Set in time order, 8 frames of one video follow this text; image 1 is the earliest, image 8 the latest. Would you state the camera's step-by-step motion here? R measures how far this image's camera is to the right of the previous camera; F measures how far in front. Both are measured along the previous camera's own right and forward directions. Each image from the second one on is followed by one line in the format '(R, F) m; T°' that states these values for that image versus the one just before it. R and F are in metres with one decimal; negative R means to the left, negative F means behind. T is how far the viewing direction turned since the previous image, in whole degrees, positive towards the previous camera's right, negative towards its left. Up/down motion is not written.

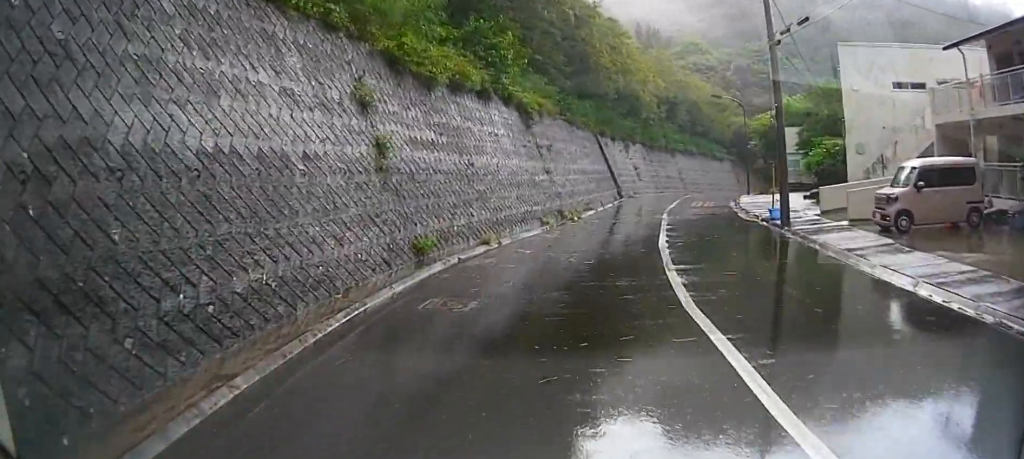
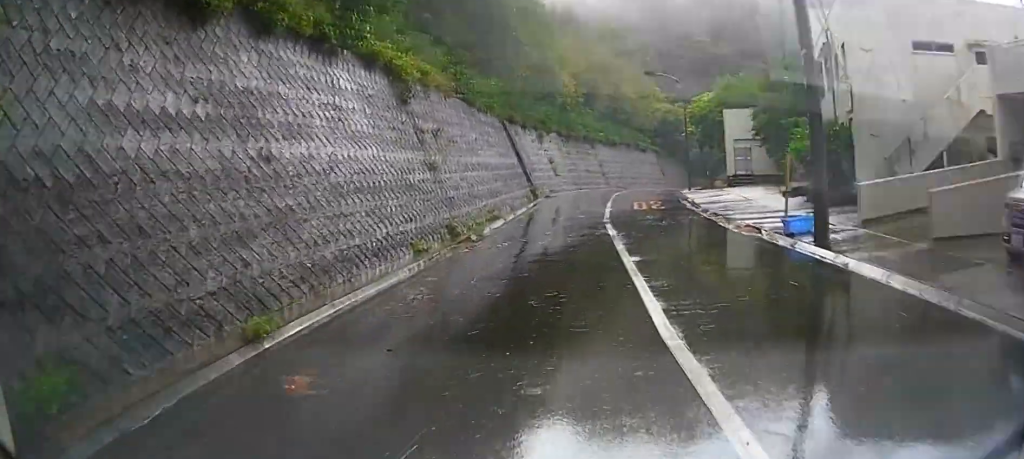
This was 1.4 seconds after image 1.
(+0.2, +7.9) m; +6°
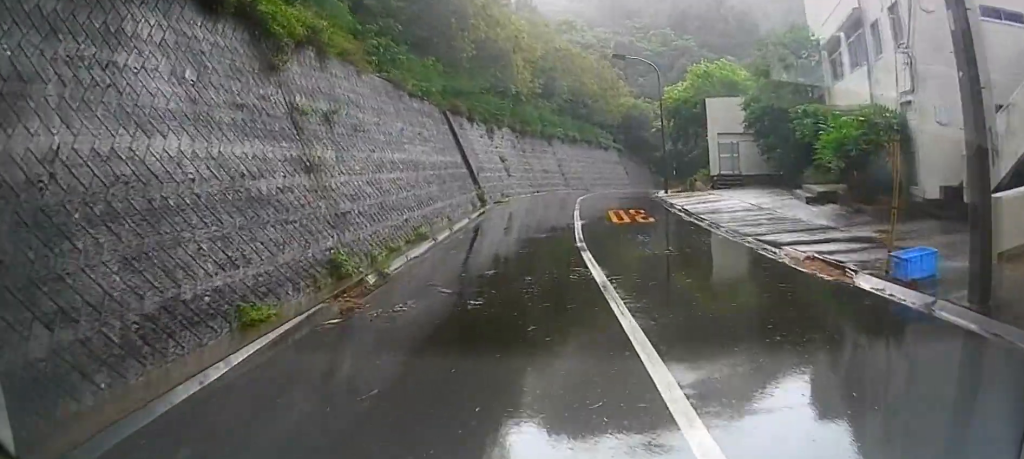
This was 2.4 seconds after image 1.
(+0.5, +6.3) m; +2°
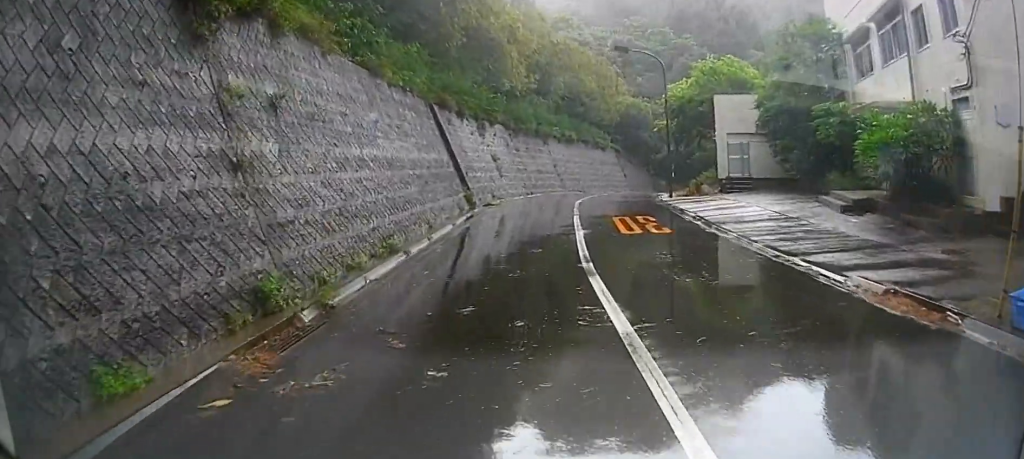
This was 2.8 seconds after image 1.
(-0.1, +2.8) m; 0°
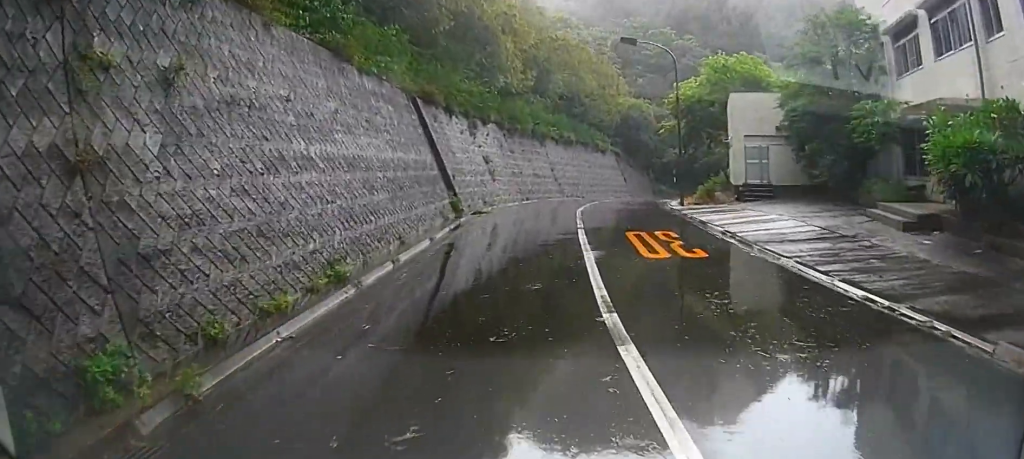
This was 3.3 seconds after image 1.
(-0.2, +3.5) m; 0°
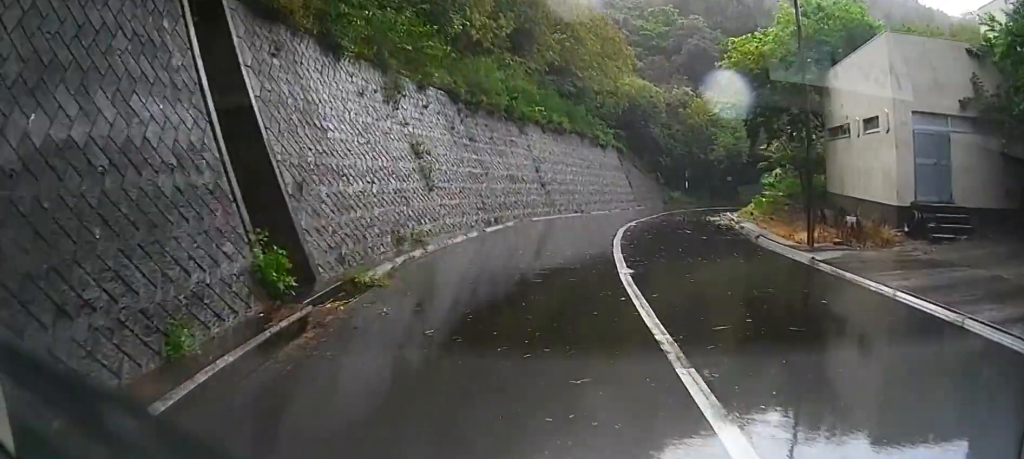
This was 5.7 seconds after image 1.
(+0.6, +16.8) m; +2°
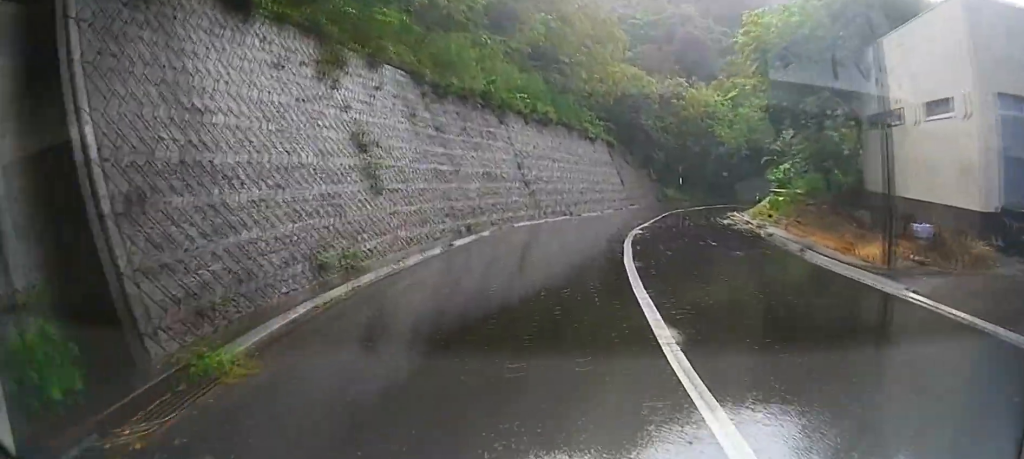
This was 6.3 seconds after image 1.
(0.0, +4.5) m; 0°
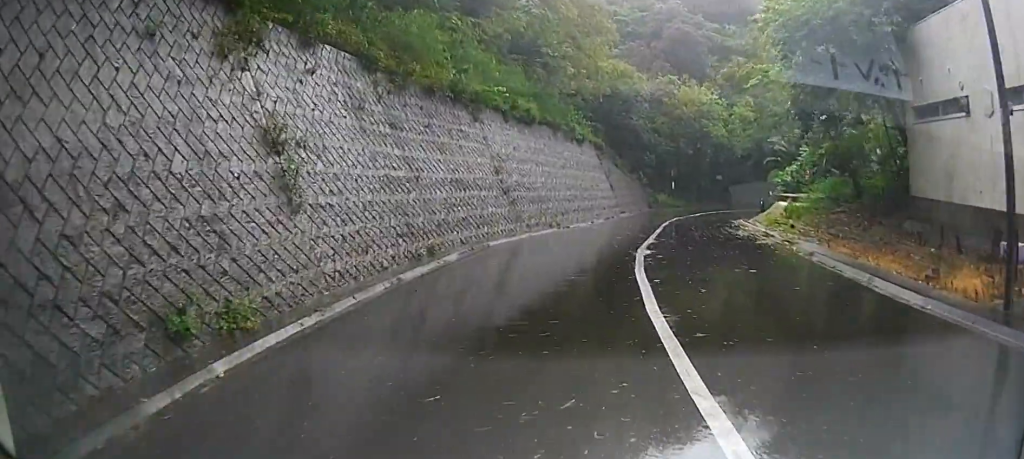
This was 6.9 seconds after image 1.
(0.0, +4.0) m; +3°
